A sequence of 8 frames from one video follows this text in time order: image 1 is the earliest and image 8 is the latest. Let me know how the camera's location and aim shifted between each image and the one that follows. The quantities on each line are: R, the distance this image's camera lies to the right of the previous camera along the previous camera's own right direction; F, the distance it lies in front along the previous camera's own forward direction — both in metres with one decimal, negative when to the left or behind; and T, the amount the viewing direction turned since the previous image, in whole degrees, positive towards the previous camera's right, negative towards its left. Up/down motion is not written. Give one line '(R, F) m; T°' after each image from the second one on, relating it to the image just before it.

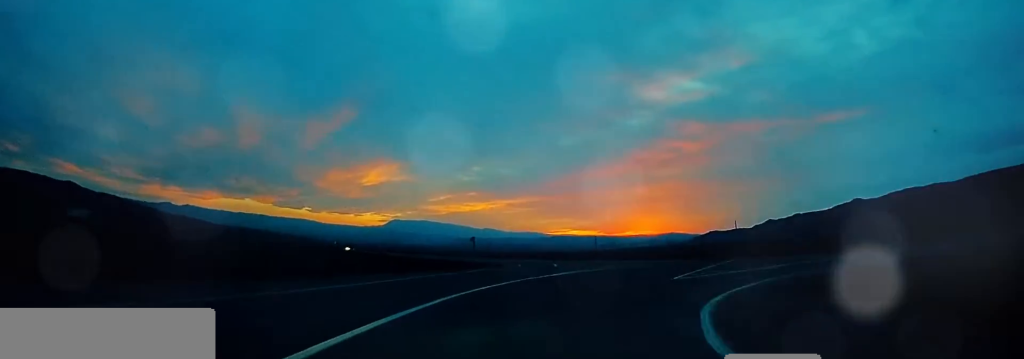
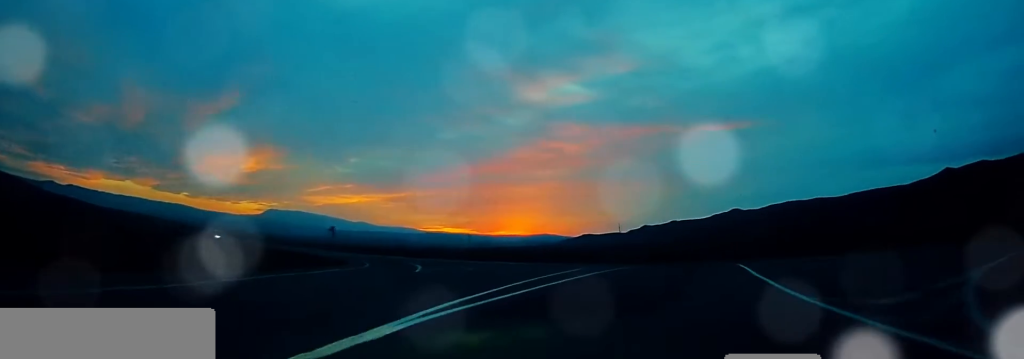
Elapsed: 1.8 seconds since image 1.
(+0.1, +20.8) m; +4°
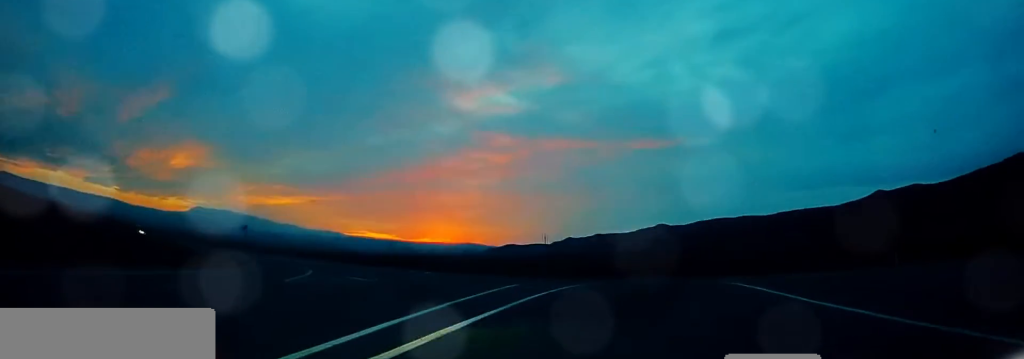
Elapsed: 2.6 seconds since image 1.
(+0.3, +8.9) m; +10°
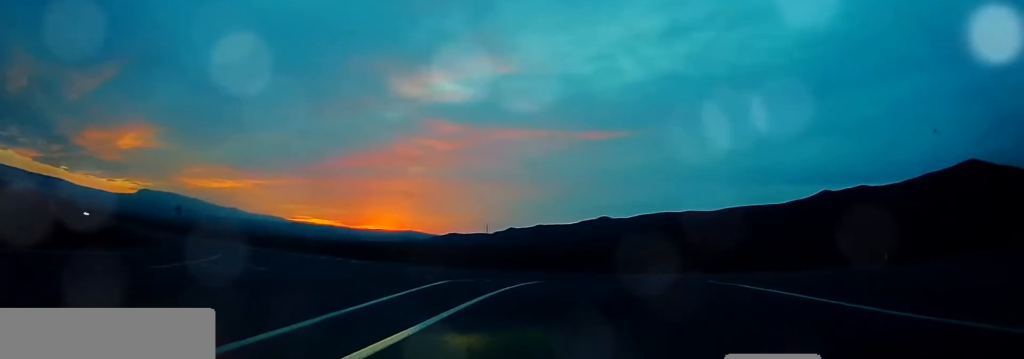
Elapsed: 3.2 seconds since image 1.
(+0.2, +6.4) m; +11°
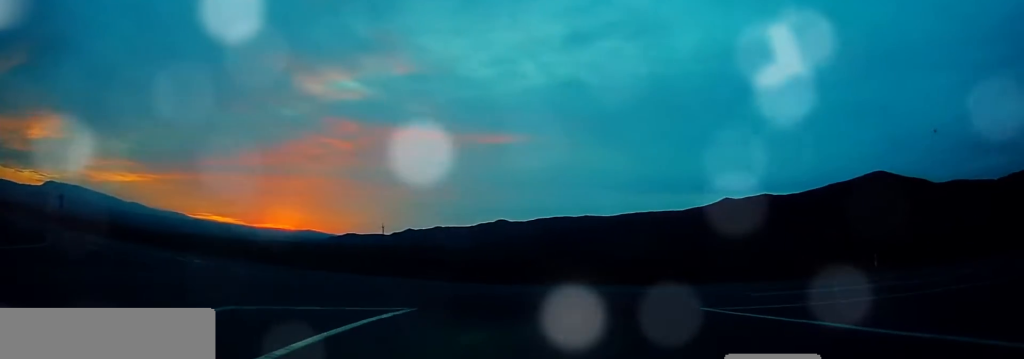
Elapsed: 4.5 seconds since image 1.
(+2.5, +10.5) m; +14°
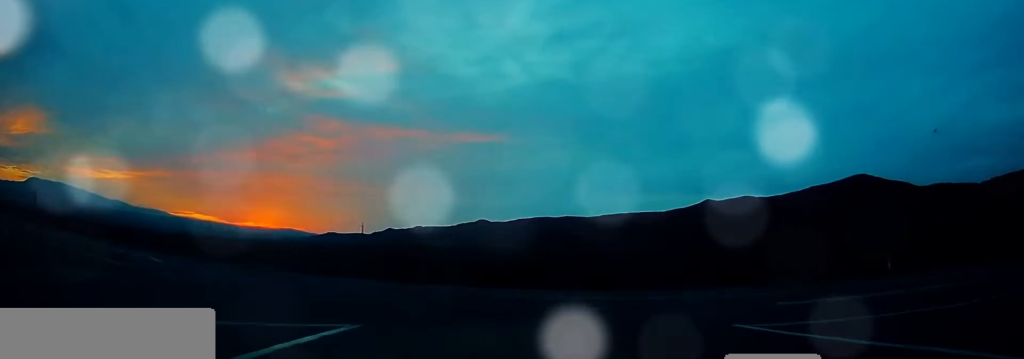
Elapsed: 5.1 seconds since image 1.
(-0.3, +3.8) m; +2°
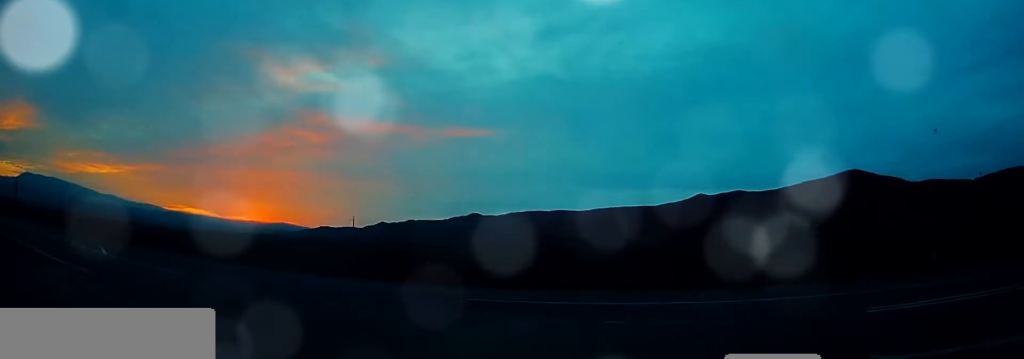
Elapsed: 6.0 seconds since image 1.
(+0.4, +4.6) m; +1°
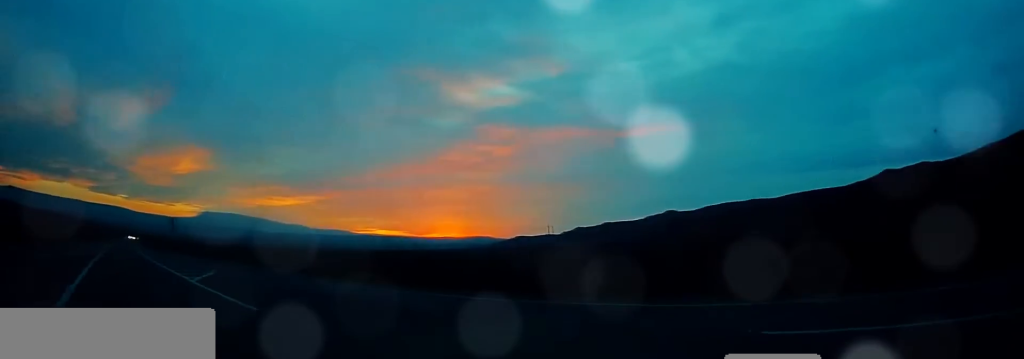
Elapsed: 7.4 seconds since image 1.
(-0.6, +6.7) m; -12°
